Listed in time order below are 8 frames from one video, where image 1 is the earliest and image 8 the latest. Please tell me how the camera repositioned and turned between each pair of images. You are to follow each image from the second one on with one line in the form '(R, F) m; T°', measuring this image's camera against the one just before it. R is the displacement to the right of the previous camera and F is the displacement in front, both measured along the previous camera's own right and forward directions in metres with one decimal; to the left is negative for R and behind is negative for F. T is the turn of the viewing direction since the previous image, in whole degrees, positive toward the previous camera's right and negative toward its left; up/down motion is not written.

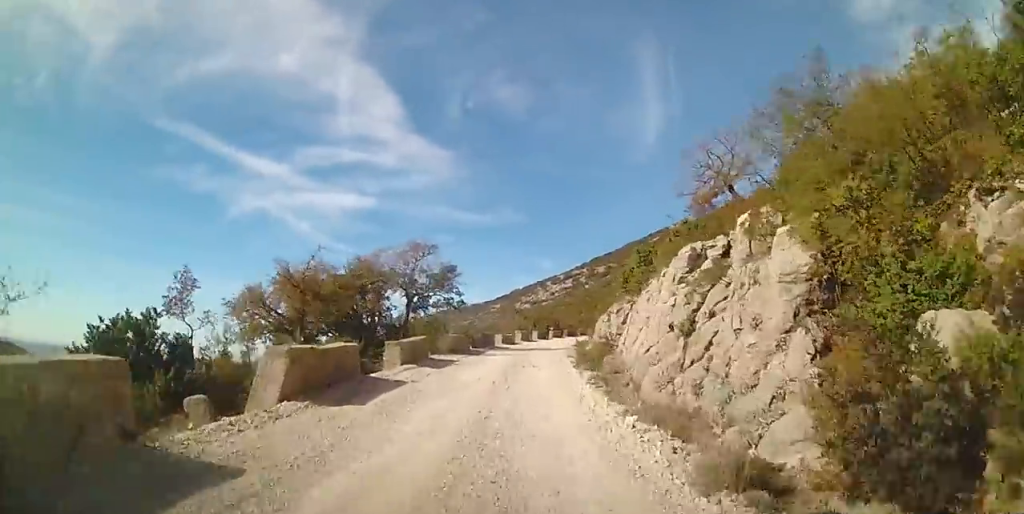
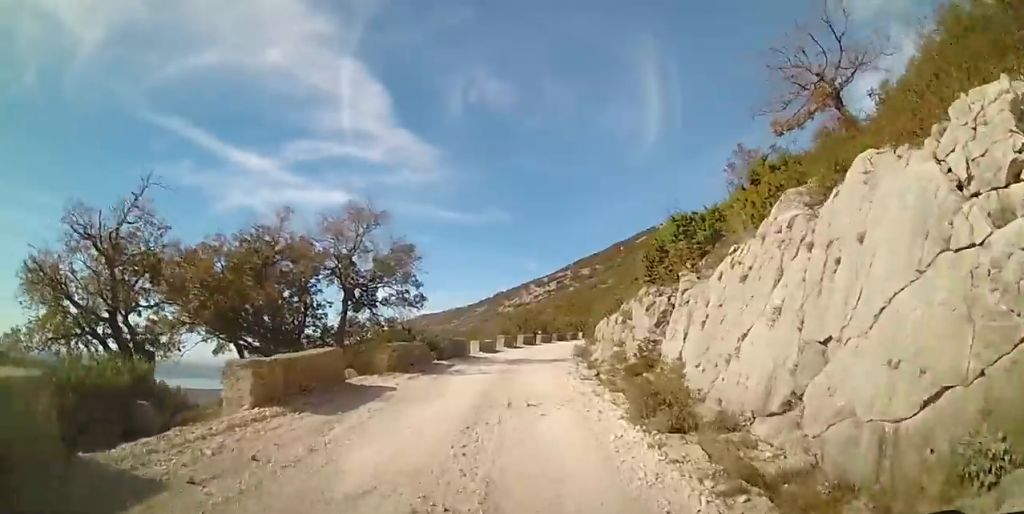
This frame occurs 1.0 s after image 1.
(0.0, +8.6) m; 0°
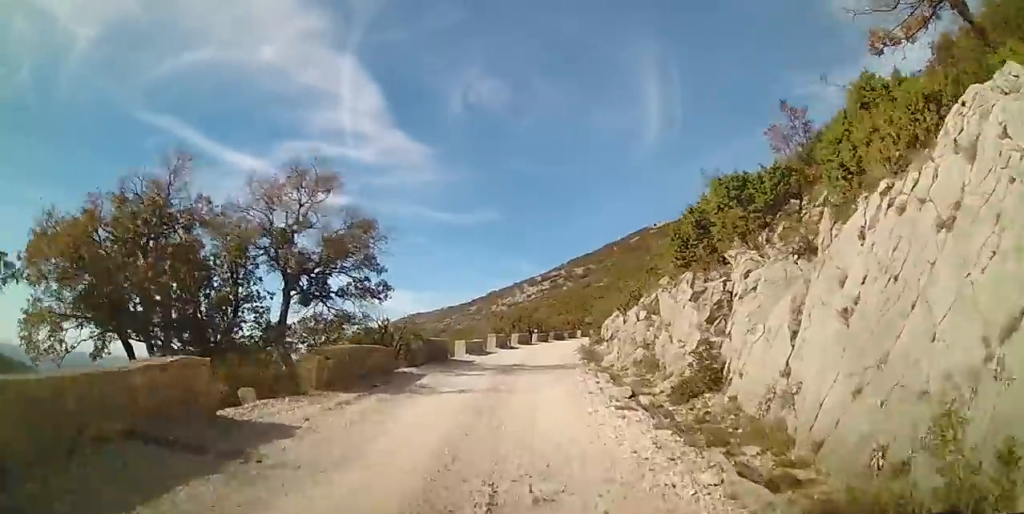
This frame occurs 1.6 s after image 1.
(0.0, +5.2) m; +1°
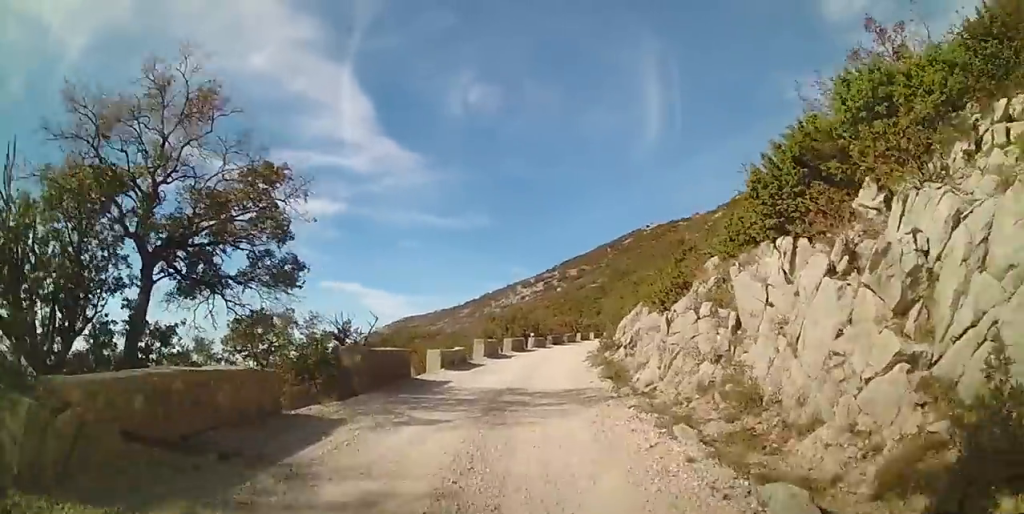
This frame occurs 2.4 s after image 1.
(0.0, +6.6) m; +3°
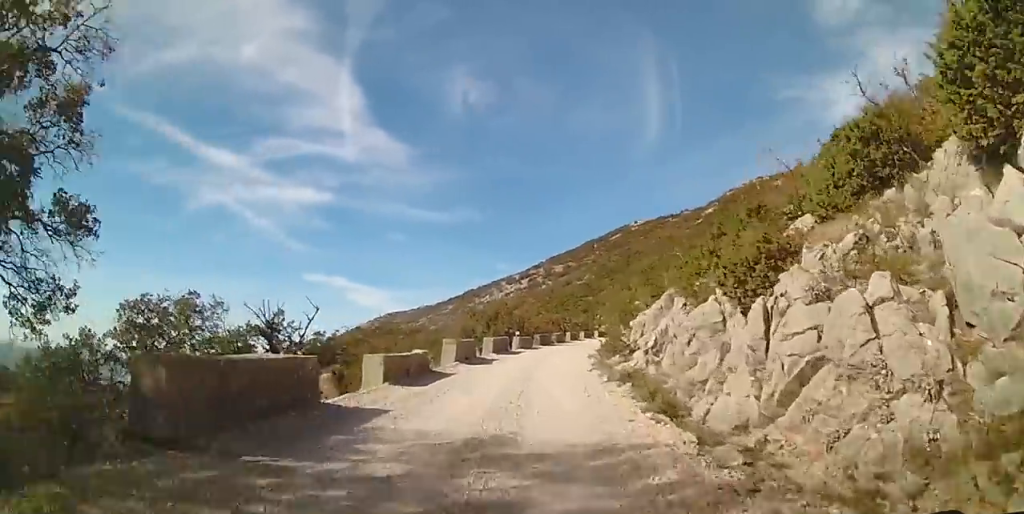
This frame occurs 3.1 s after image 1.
(+0.4, +6.3) m; +3°
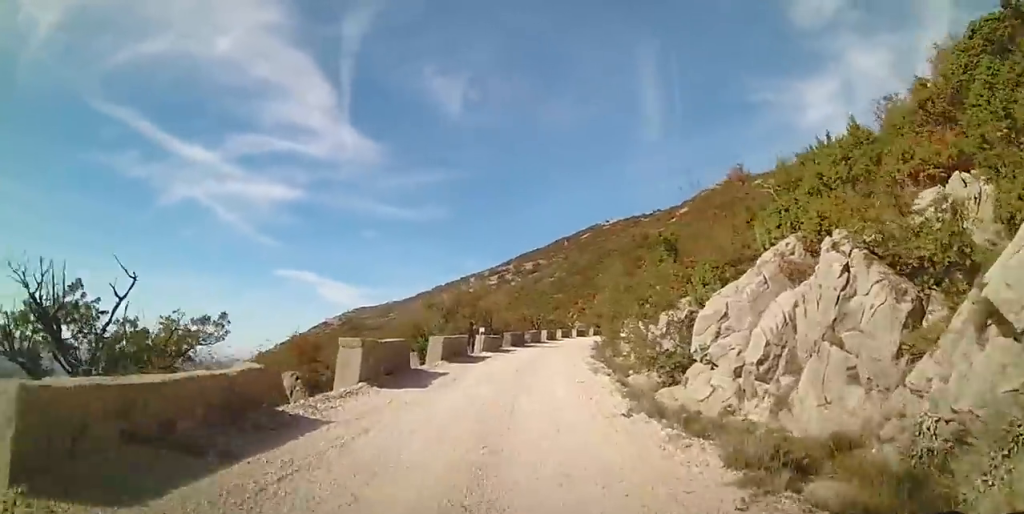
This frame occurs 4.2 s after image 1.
(+0.2, +9.3) m; +4°
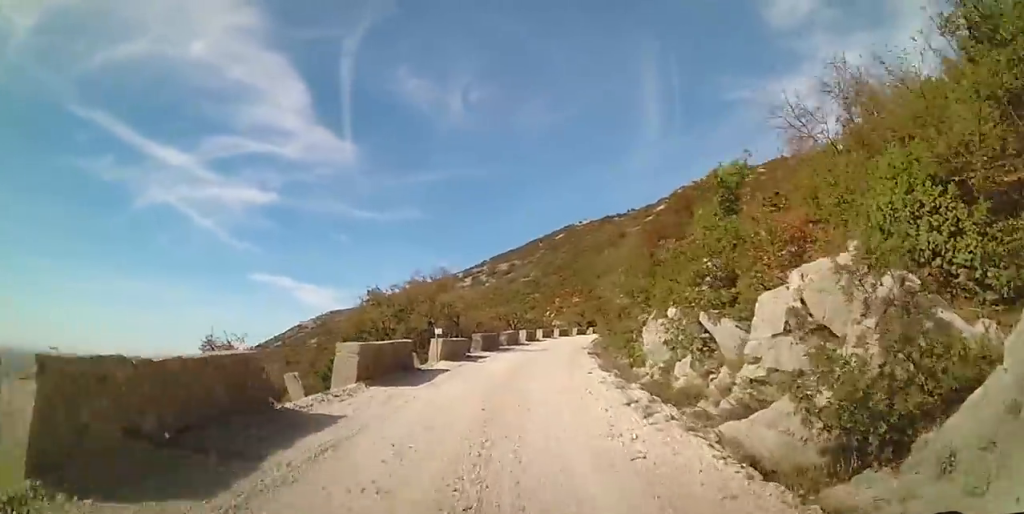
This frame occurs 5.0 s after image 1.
(+0.3, +7.6) m; +1°
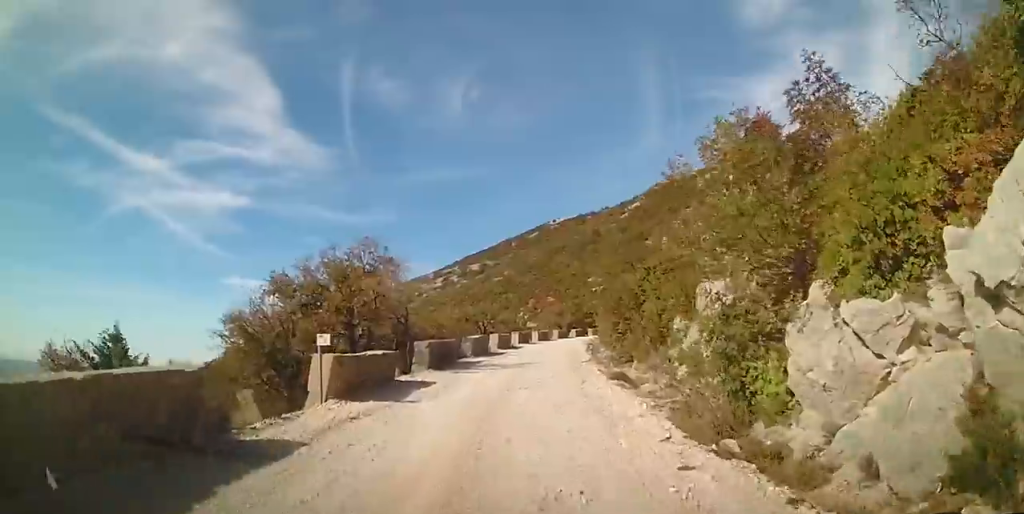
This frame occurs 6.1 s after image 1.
(-0.1, +9.5) m; +2°
